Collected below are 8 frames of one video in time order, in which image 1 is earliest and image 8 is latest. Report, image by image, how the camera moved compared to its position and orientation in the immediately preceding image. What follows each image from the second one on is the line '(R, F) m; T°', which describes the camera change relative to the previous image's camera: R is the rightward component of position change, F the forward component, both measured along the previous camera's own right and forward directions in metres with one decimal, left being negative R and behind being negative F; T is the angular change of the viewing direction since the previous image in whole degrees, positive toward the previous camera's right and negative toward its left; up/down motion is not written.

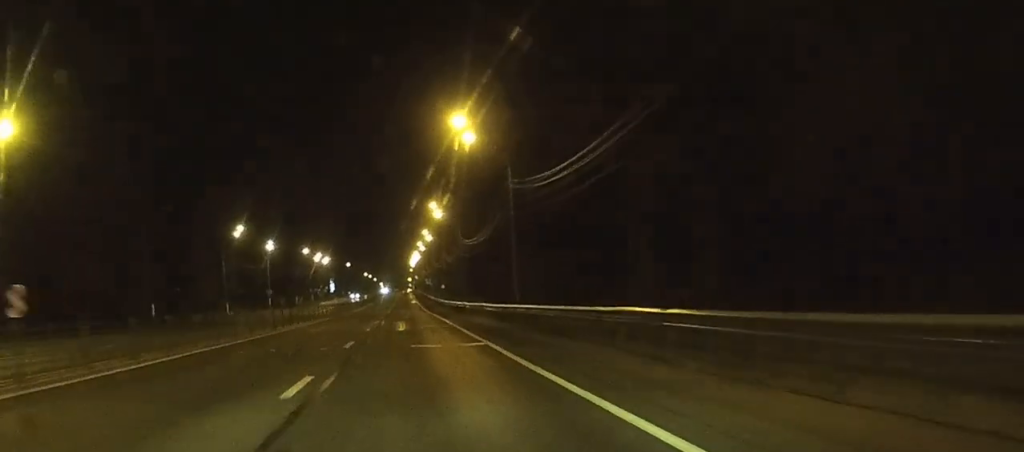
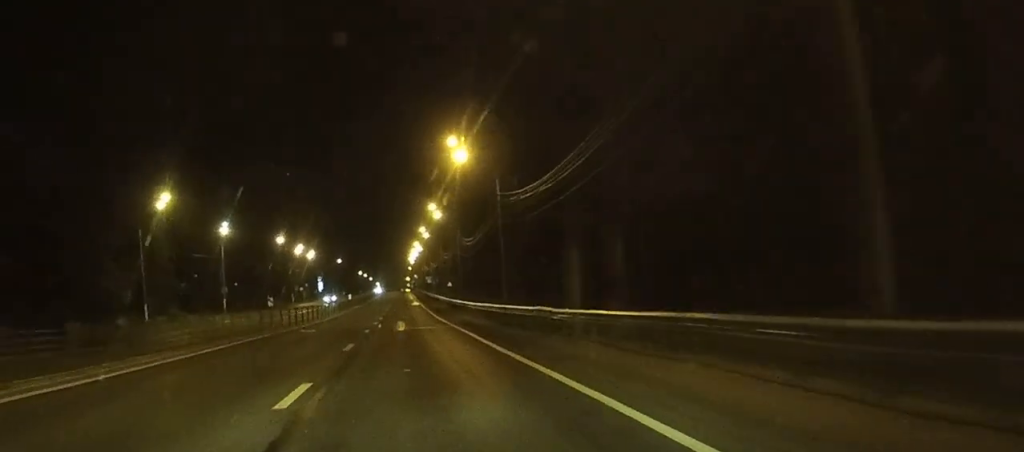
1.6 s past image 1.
(0.0, +36.8) m; 0°
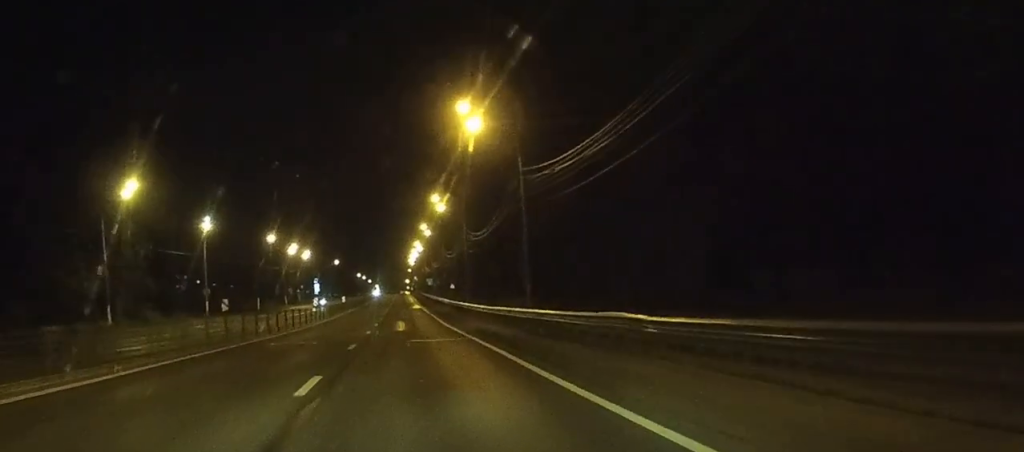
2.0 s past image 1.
(0.0, +10.2) m; 0°
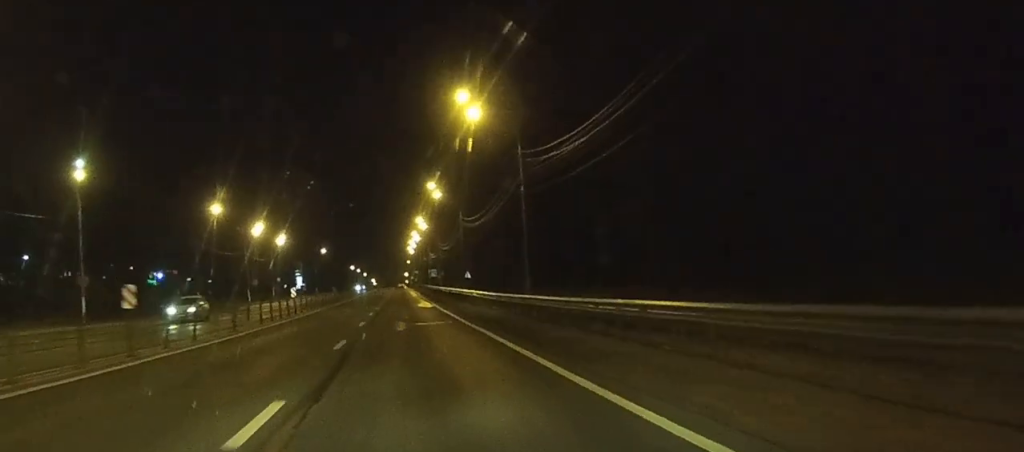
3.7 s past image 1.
(+0.3, +40.6) m; +1°
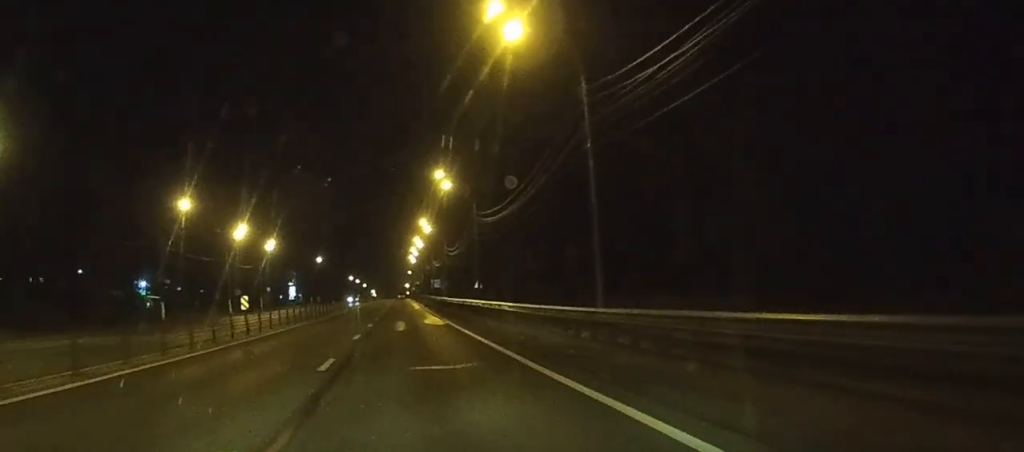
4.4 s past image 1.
(+0.1, +15.3) m; 0°
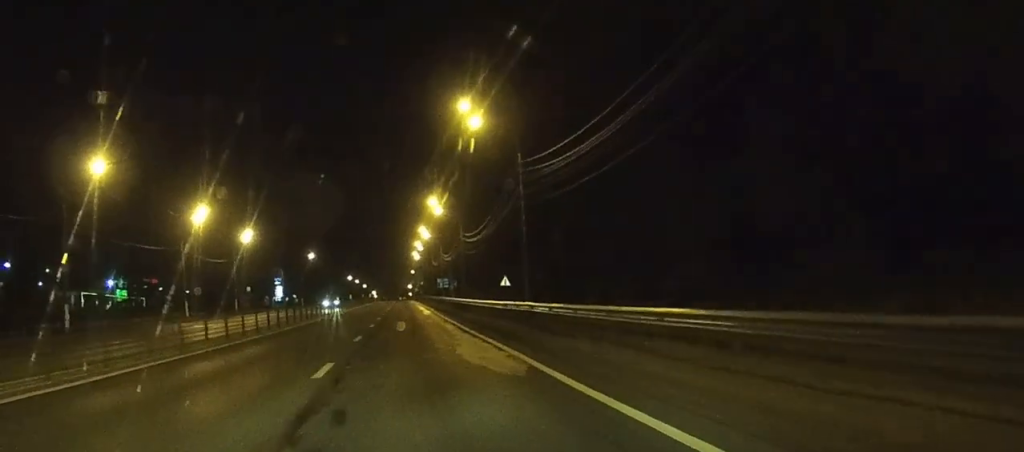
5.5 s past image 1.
(-0.1, +25.2) m; 0°
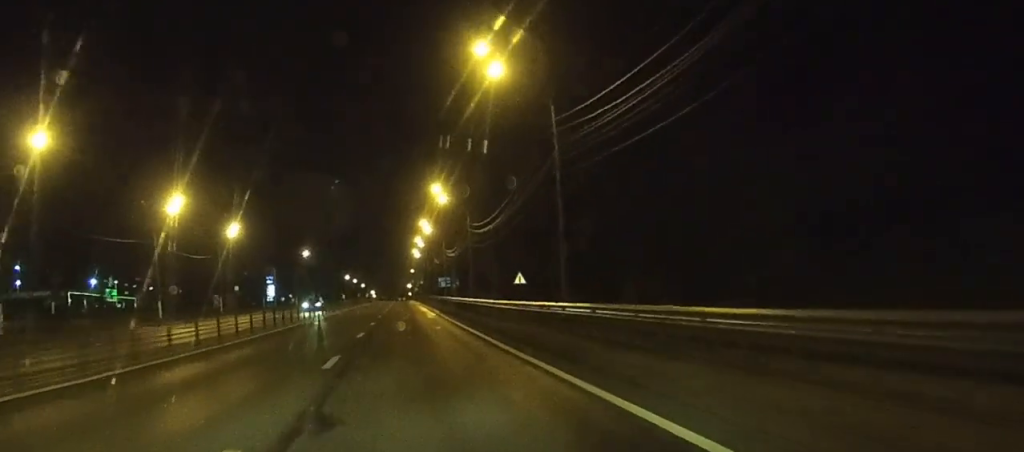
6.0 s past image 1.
(0.0, +10.1) m; 0°
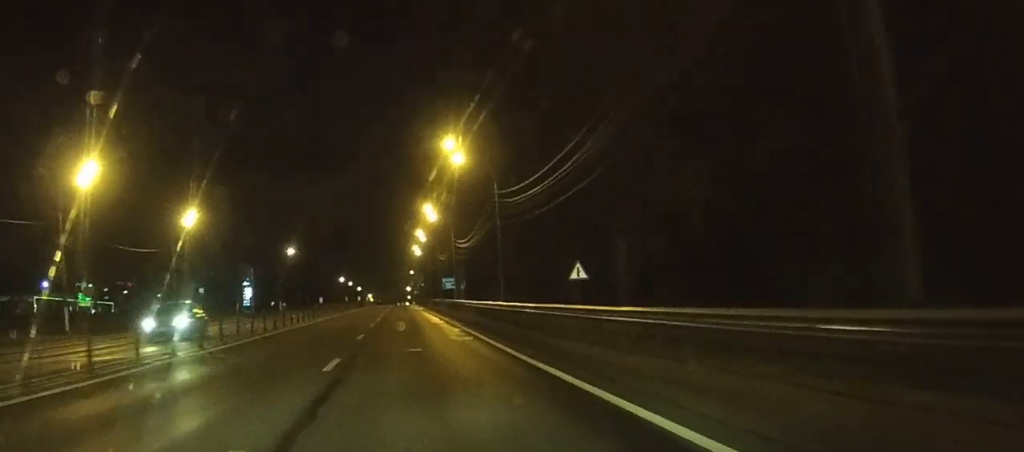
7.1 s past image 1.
(0.0, +23.4) m; 0°
